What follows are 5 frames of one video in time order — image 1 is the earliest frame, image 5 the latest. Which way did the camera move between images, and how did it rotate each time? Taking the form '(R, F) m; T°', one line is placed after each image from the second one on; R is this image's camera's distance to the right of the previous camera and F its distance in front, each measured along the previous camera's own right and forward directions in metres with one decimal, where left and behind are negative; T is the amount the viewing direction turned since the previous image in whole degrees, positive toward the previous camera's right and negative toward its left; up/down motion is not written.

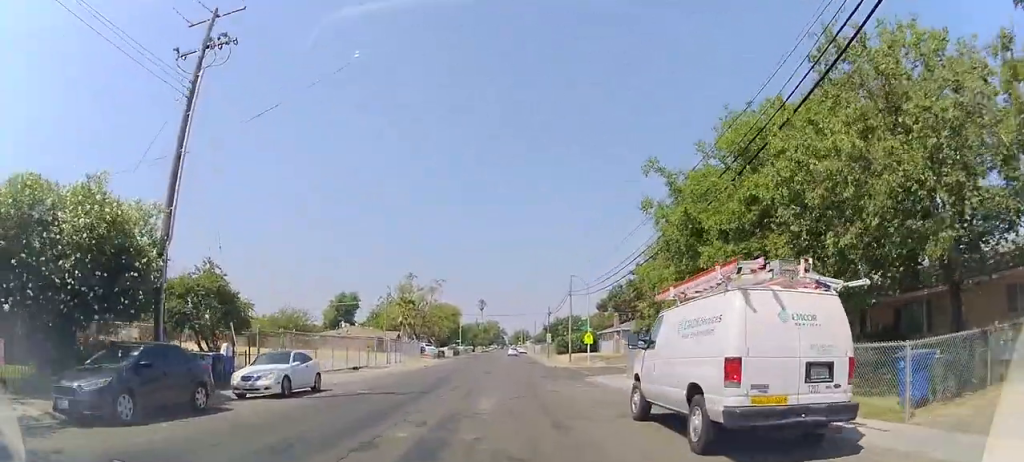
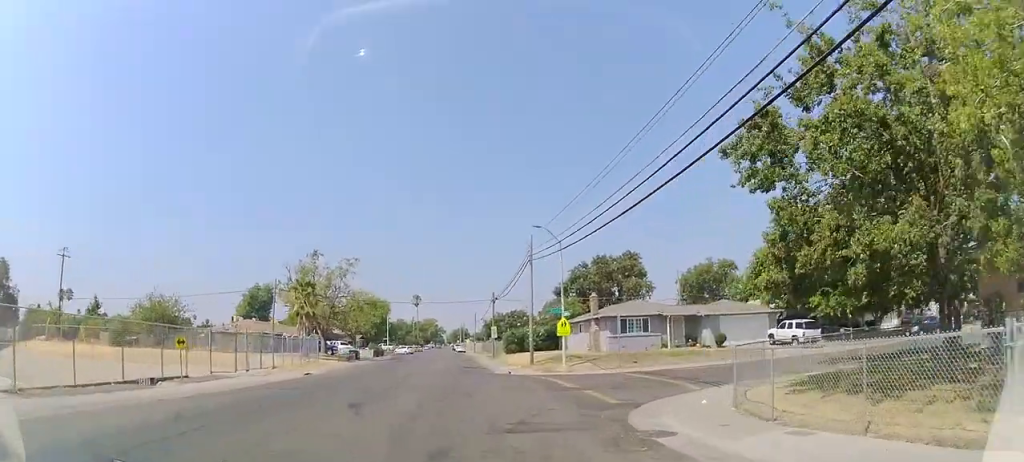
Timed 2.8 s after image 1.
(+0.5, +19.3) m; +7°
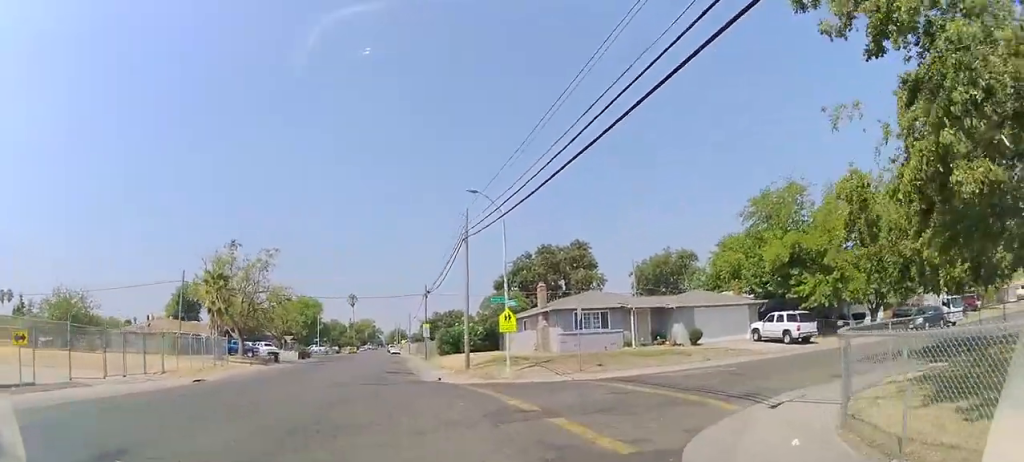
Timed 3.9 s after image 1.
(+0.3, +6.9) m; +7°
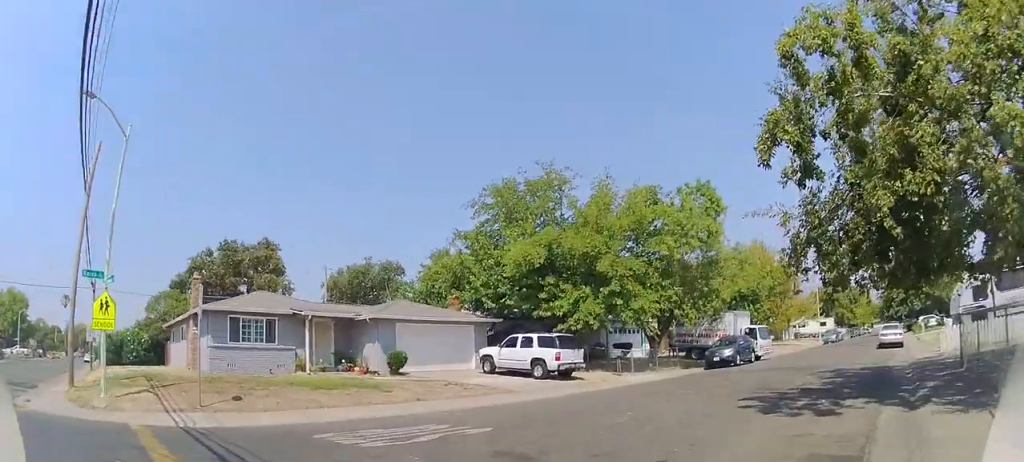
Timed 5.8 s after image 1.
(+2.1, +10.2) m; +24°
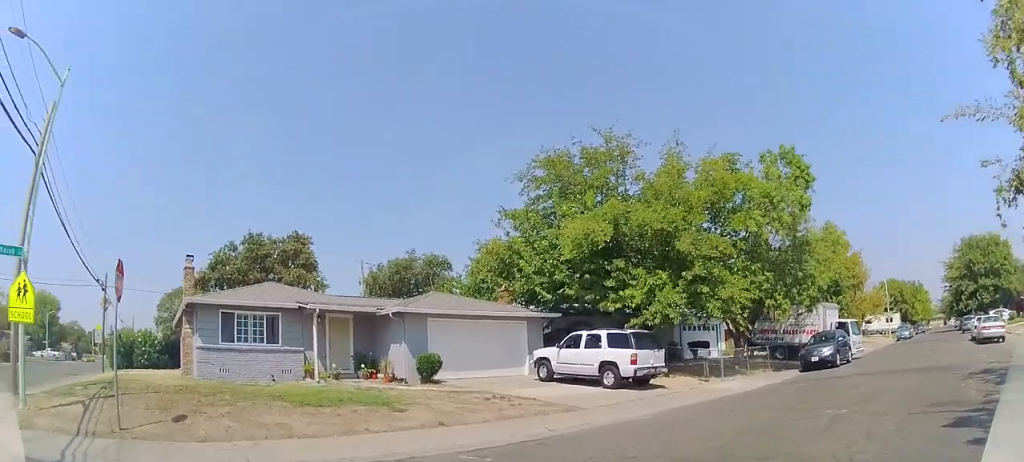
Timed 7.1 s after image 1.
(+0.3, +5.2) m; -5°
